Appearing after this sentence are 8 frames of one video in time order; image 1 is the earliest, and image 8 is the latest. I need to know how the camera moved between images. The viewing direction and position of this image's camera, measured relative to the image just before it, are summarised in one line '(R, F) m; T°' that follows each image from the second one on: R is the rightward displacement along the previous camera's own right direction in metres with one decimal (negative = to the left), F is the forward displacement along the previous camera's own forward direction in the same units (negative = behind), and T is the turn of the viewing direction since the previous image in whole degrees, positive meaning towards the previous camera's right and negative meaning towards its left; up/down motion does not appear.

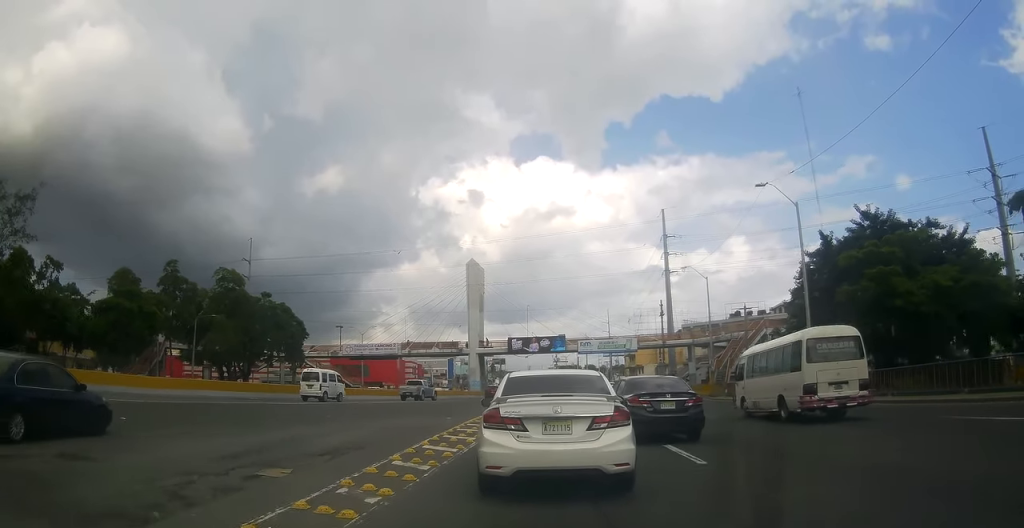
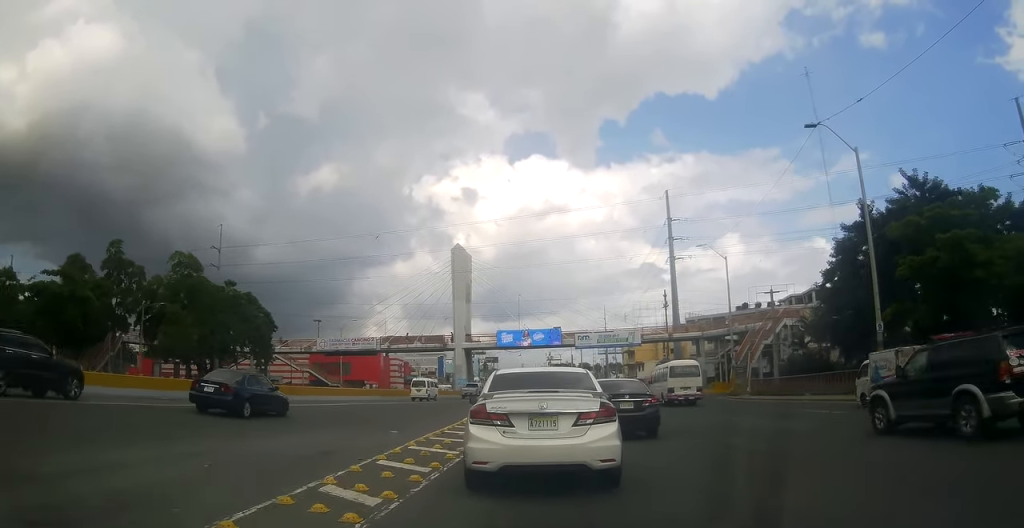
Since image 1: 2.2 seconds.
(-0.2, +8.3) m; -2°
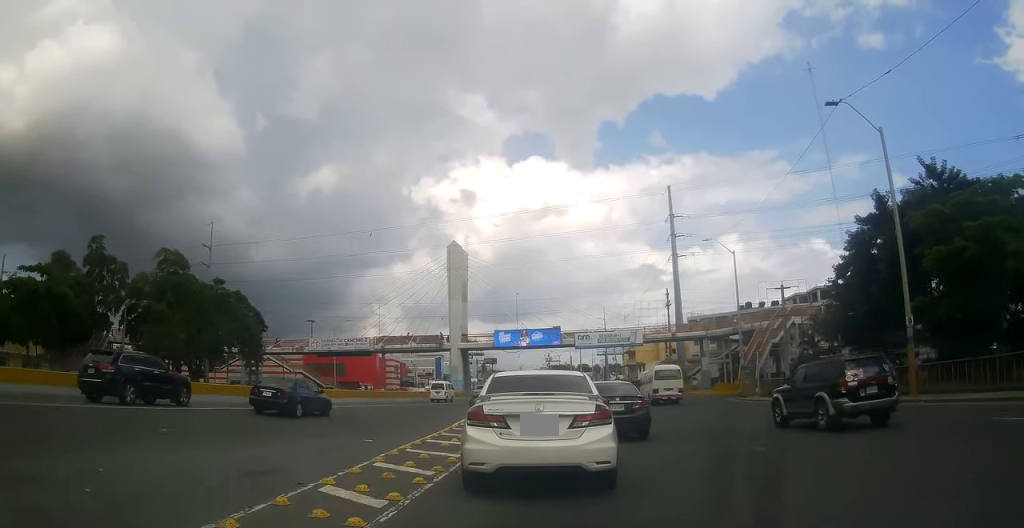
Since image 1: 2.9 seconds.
(0.0, +2.5) m; -1°
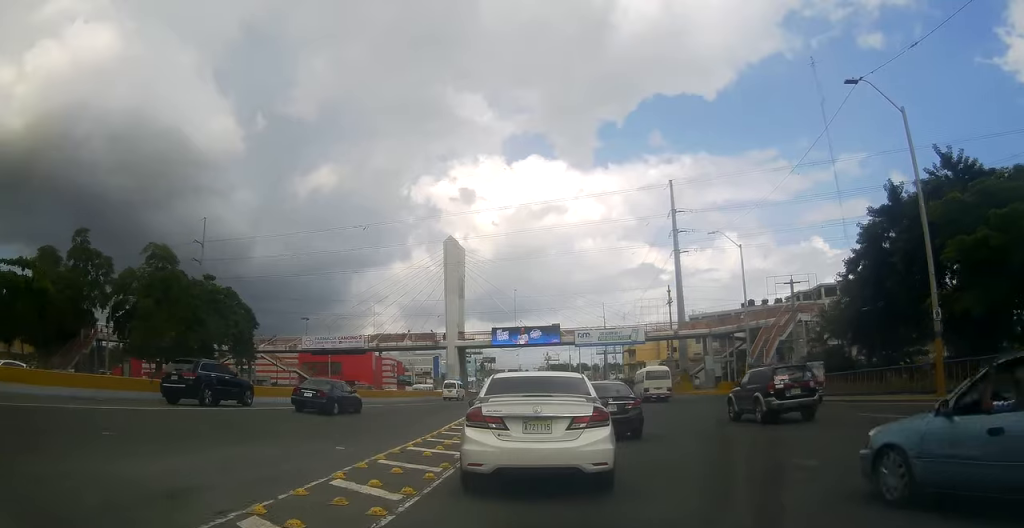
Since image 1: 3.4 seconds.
(-0.1, +2.1) m; 0°
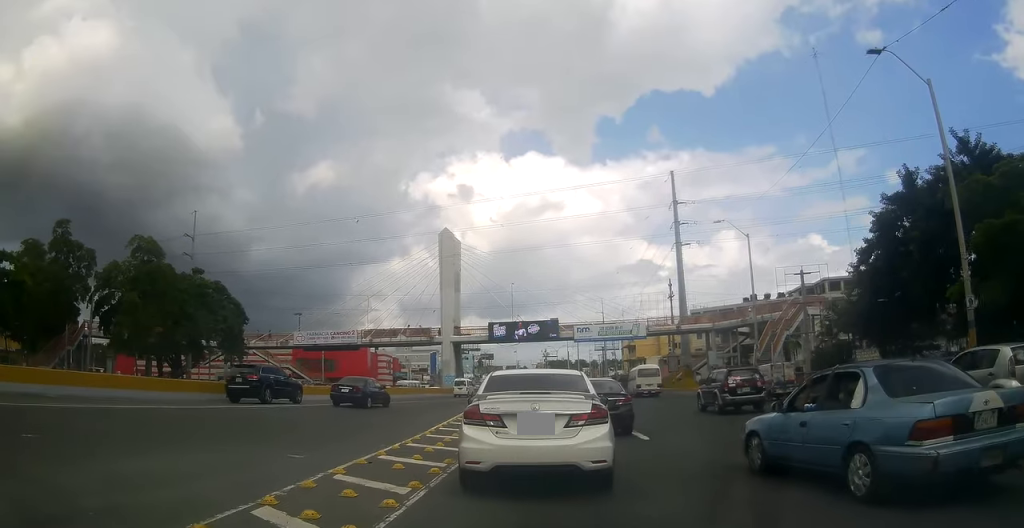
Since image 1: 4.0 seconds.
(0.0, +2.2) m; 0°
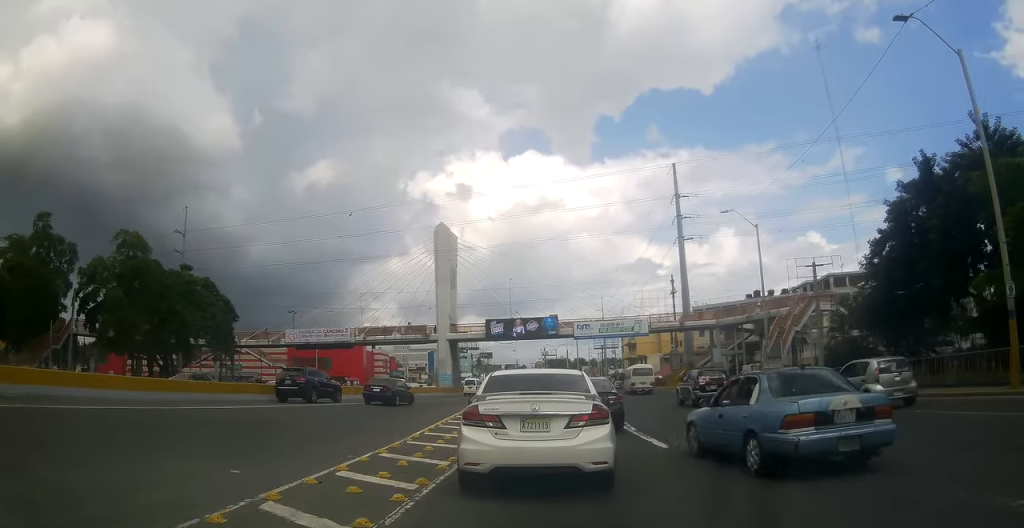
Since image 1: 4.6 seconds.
(+0.1, +2.3) m; +1°
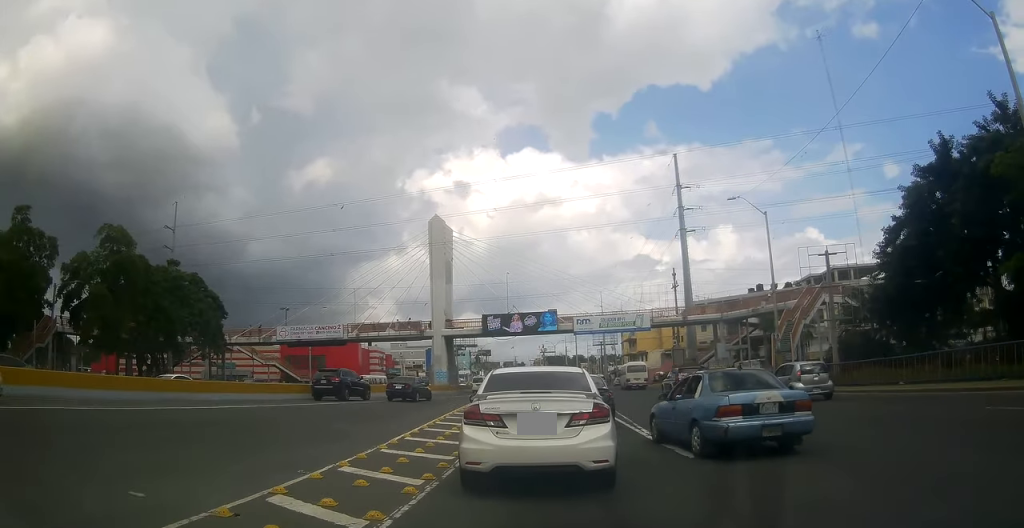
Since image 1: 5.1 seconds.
(0.0, +2.3) m; 0°
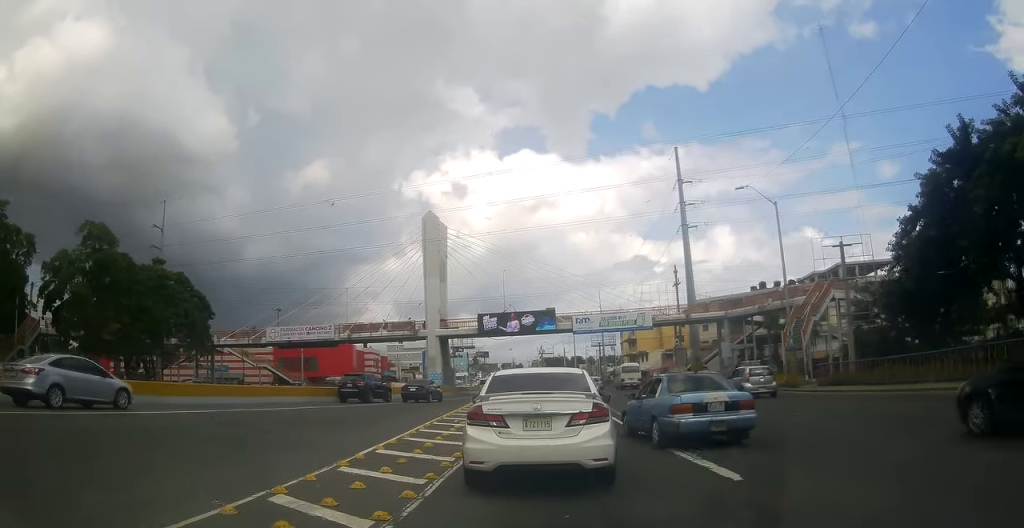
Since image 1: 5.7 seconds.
(0.0, +2.4) m; 0°
